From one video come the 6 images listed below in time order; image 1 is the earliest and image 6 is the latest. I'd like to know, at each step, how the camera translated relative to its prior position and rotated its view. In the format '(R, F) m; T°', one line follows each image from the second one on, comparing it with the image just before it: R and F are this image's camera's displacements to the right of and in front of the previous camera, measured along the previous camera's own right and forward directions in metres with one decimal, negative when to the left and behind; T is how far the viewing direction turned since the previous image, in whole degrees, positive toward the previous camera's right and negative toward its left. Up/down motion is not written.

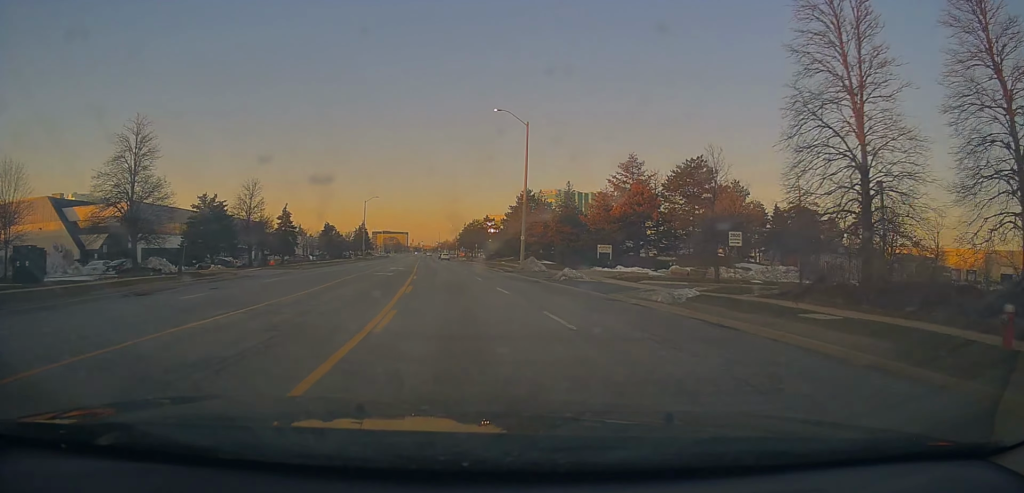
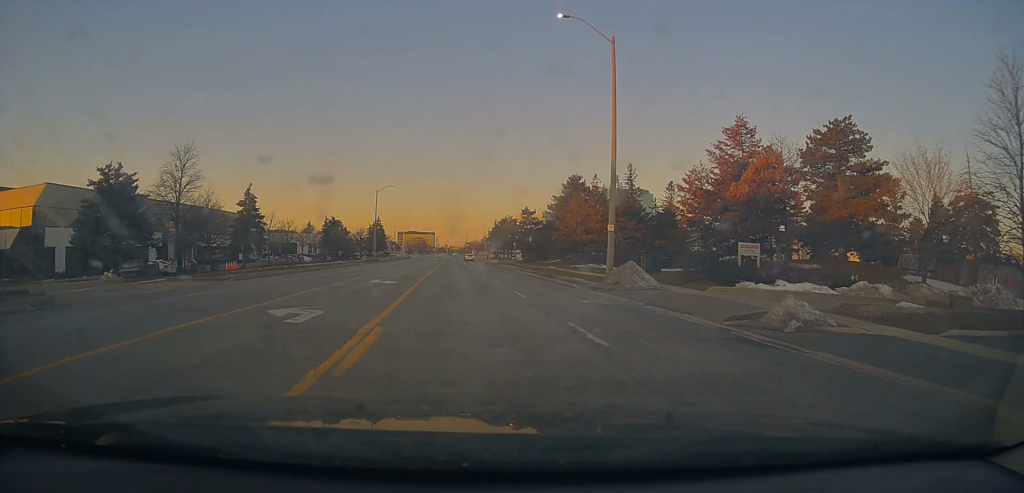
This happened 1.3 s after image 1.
(-1.2, +21.8) m; -4°
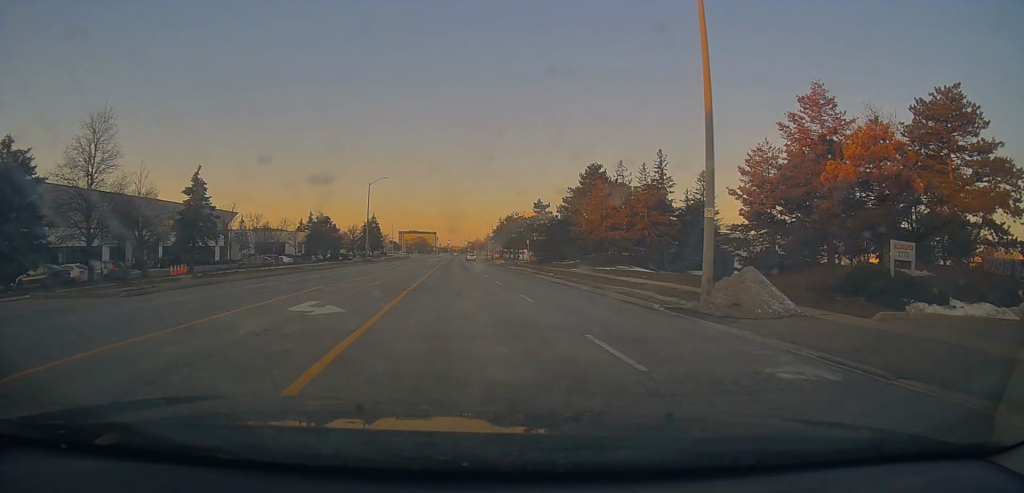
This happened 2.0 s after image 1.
(0.0, +11.5) m; 0°
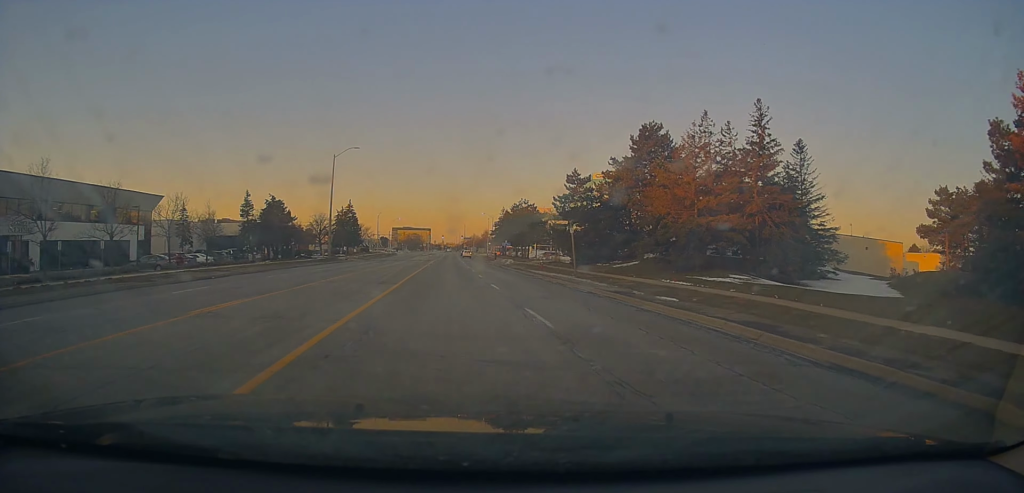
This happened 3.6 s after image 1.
(+0.2, +25.1) m; +1°
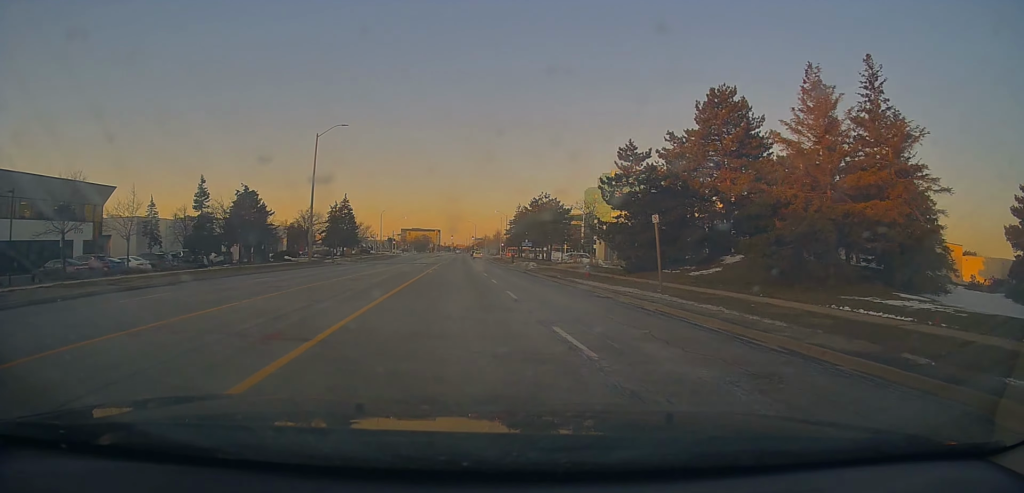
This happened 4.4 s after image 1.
(+0.3, +13.6) m; -2°
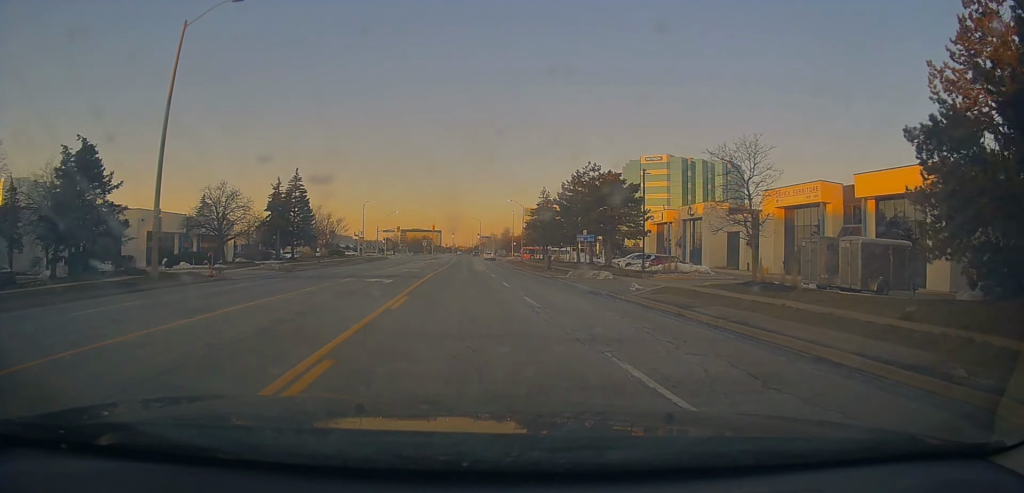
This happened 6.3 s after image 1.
(-0.1, +31.4) m; +1°
